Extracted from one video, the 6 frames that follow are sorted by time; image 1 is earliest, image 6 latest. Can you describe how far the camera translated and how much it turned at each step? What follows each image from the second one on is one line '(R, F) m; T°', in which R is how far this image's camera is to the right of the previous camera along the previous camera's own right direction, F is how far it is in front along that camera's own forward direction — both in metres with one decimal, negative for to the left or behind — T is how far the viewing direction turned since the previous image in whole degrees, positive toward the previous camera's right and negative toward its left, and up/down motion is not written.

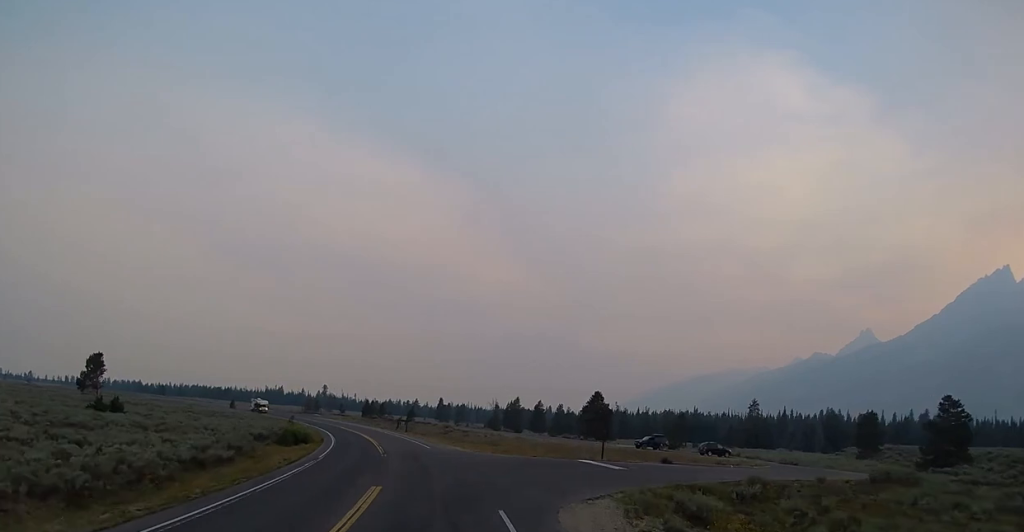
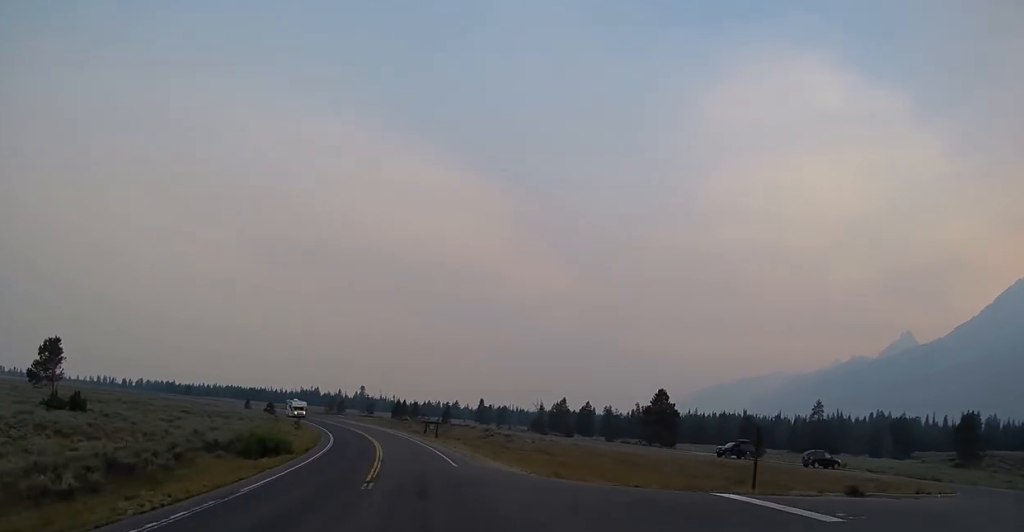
(-0.5, +18.4) m; -3°
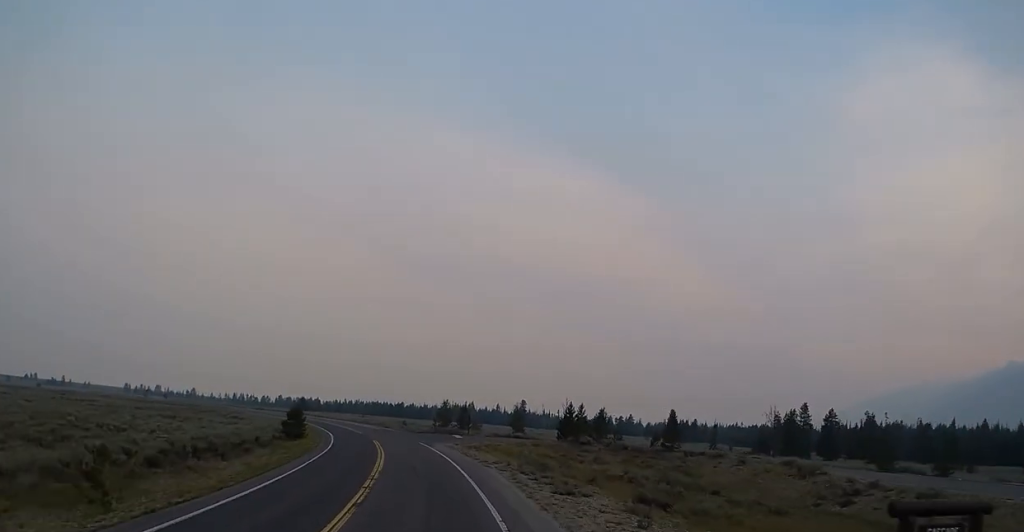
(-7.2, +69.0) m; -15°
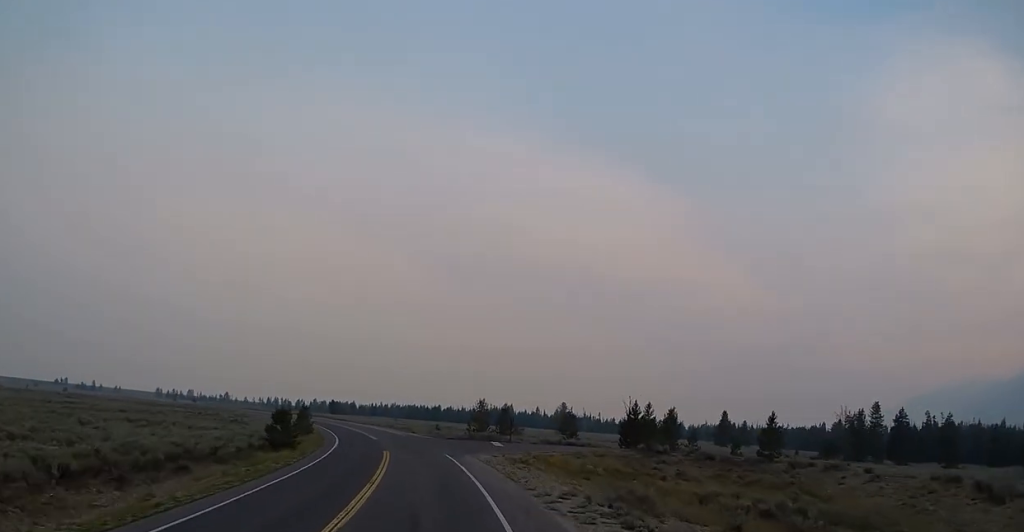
(-0.6, +14.5) m; -3°
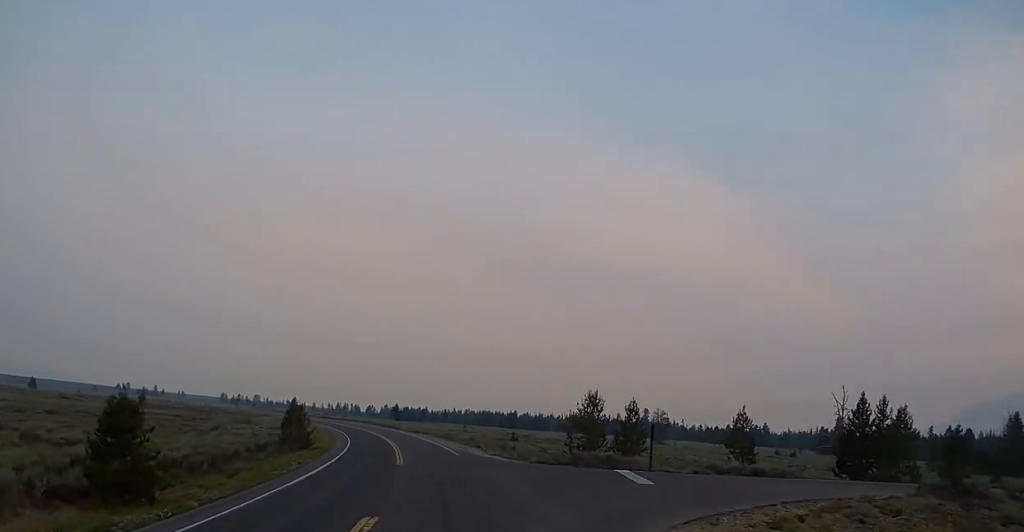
(-0.9, +30.2) m; -4°
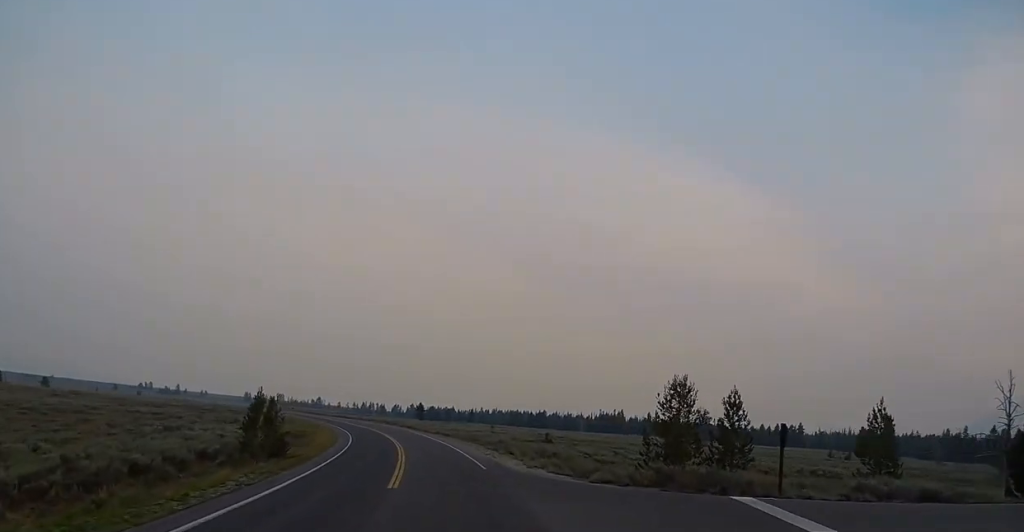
(-0.4, +11.9) m; -2°
